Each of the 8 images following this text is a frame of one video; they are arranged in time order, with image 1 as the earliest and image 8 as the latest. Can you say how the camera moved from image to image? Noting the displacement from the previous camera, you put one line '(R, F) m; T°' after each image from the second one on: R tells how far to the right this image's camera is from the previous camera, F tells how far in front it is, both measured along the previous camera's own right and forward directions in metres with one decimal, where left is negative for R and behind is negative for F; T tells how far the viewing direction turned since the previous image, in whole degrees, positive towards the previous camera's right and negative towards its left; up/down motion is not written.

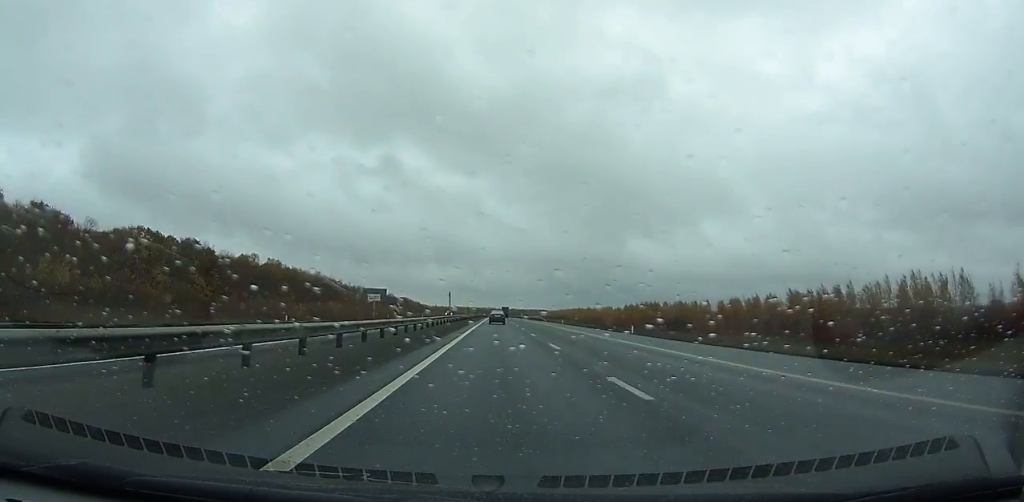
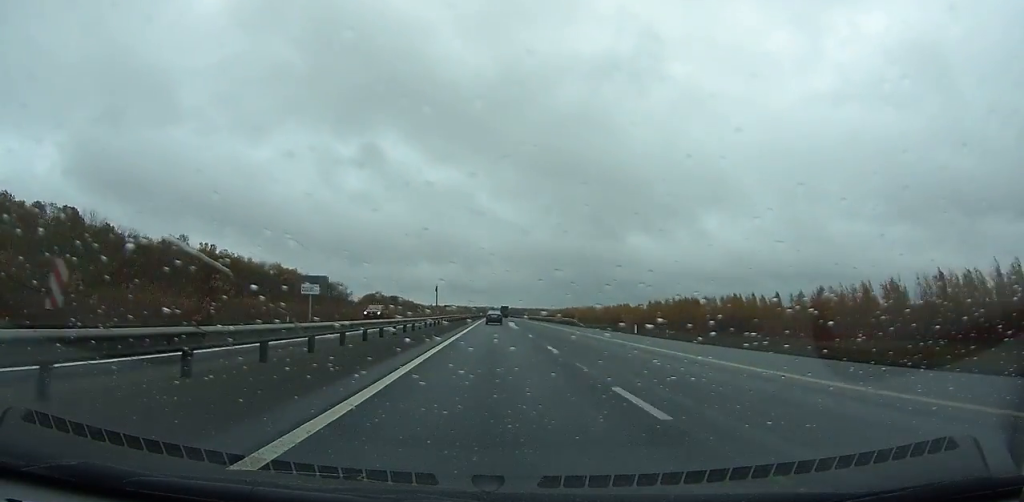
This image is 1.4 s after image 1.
(+0.1, +48.2) m; 0°
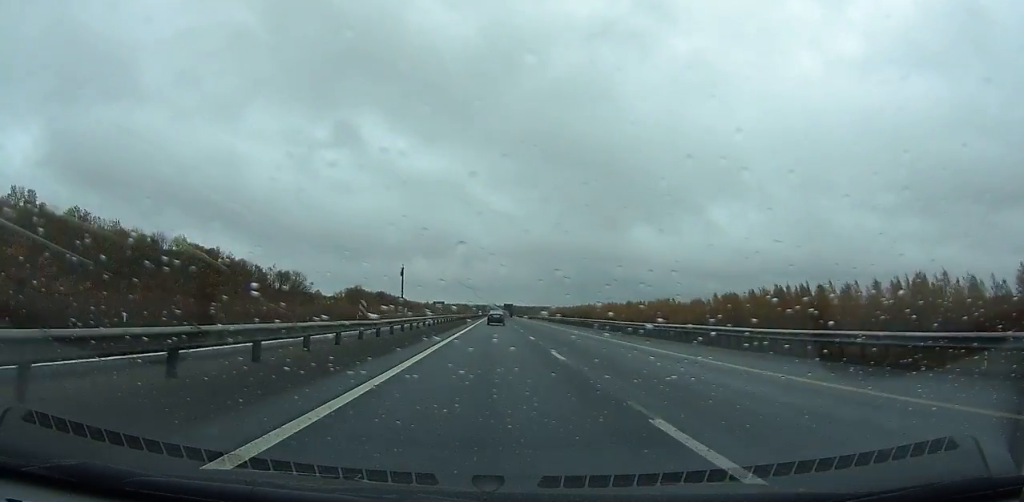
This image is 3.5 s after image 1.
(0.0, +75.0) m; 0°
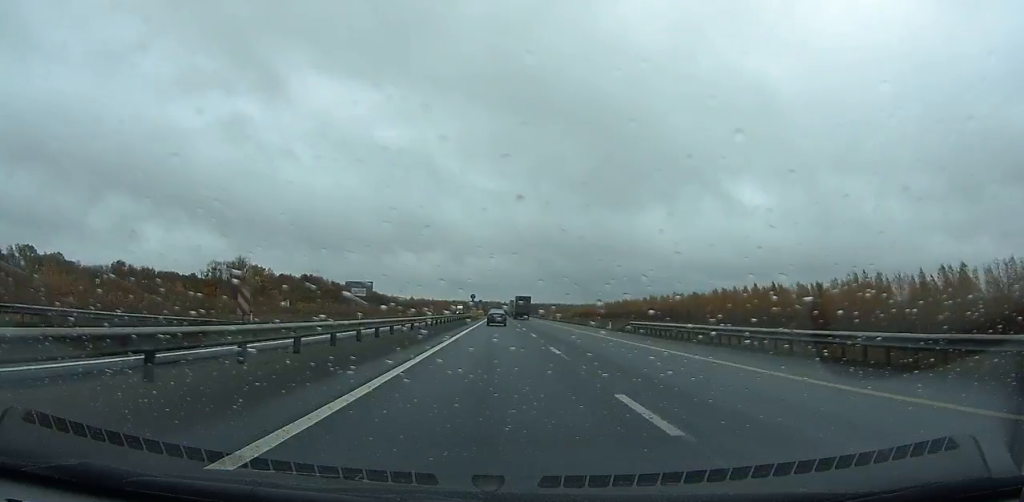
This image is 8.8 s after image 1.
(-0.5, +188.9) m; 0°
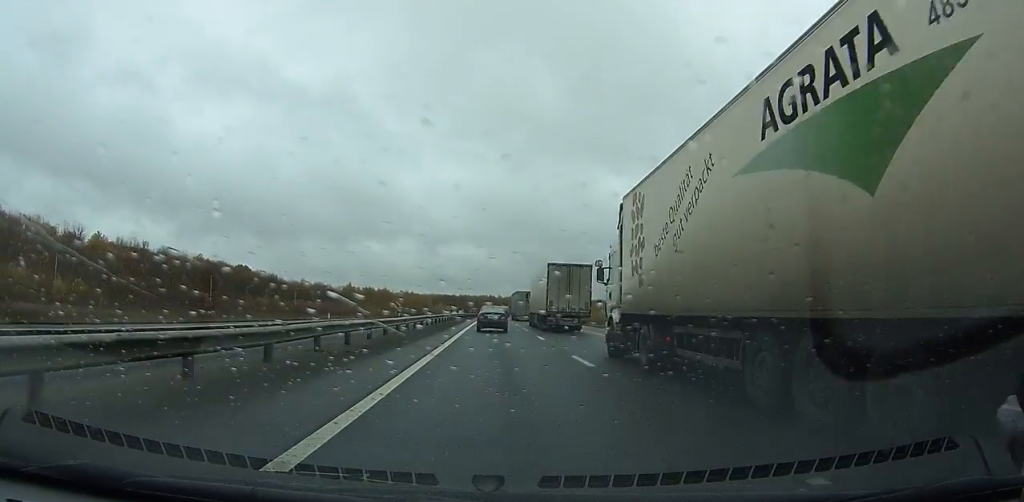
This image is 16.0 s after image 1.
(-0.2, +243.3) m; 0°
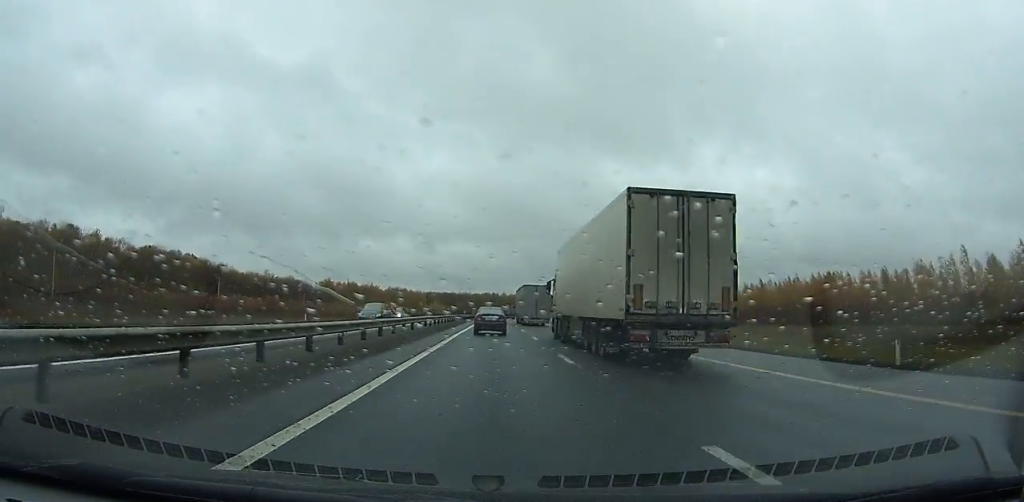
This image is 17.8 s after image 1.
(+0.1, +59.2) m; 0°
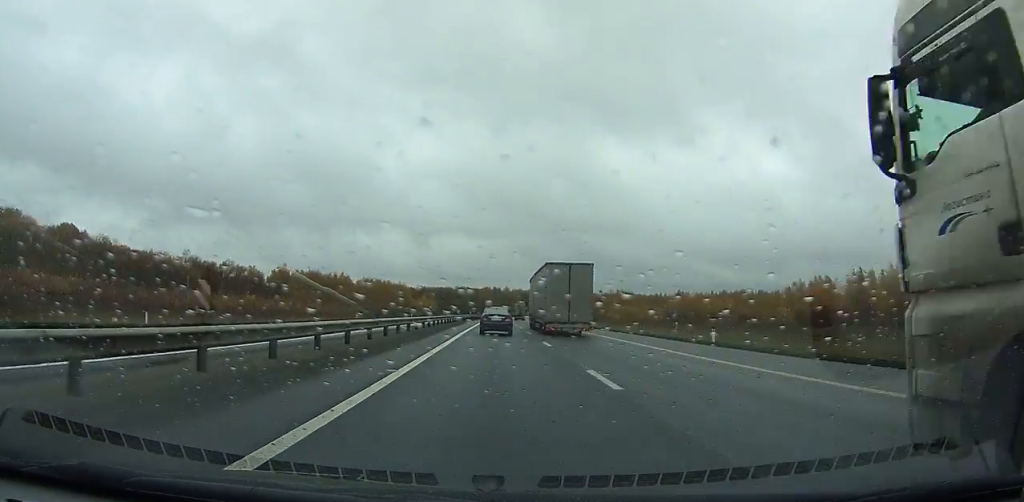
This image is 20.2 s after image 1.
(+0.2, +78.2) m; 0°
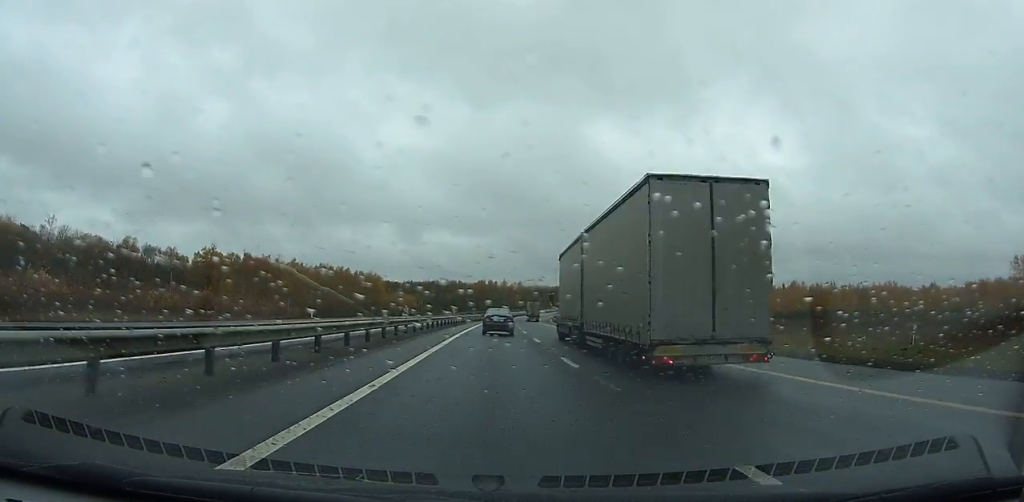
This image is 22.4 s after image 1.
(-0.2, +70.8) m; 0°
